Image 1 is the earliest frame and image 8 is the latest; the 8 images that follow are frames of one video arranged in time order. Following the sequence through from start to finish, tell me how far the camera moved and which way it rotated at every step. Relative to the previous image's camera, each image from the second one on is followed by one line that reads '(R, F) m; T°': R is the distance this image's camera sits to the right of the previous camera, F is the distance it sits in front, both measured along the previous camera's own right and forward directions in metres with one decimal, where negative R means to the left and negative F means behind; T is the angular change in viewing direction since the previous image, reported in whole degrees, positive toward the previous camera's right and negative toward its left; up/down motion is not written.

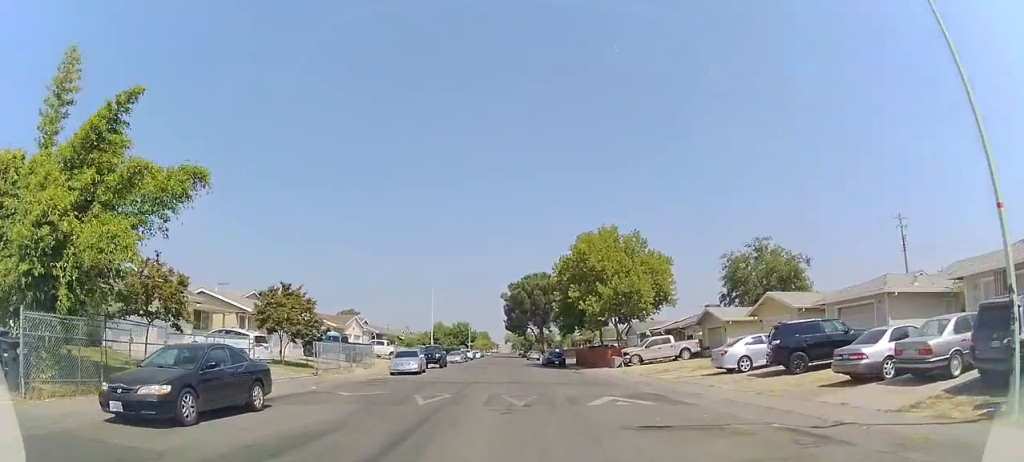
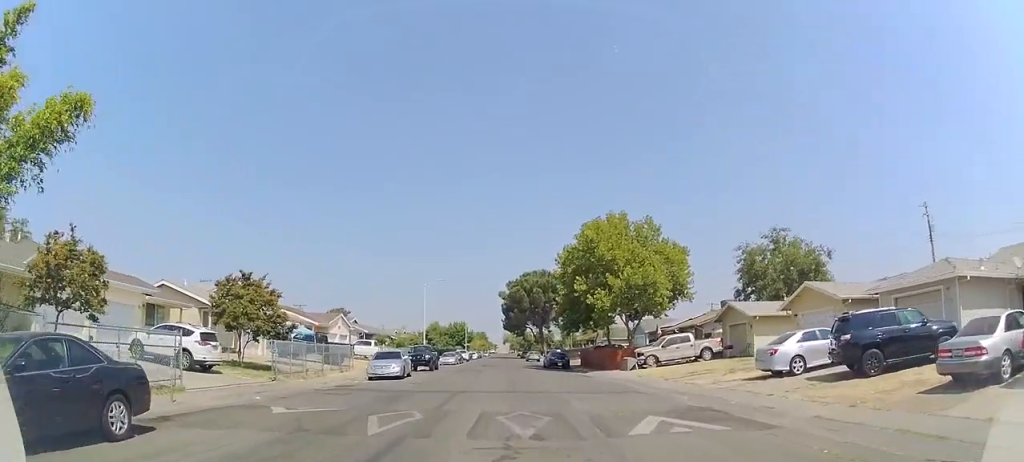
(0.0, +4.8) m; -1°
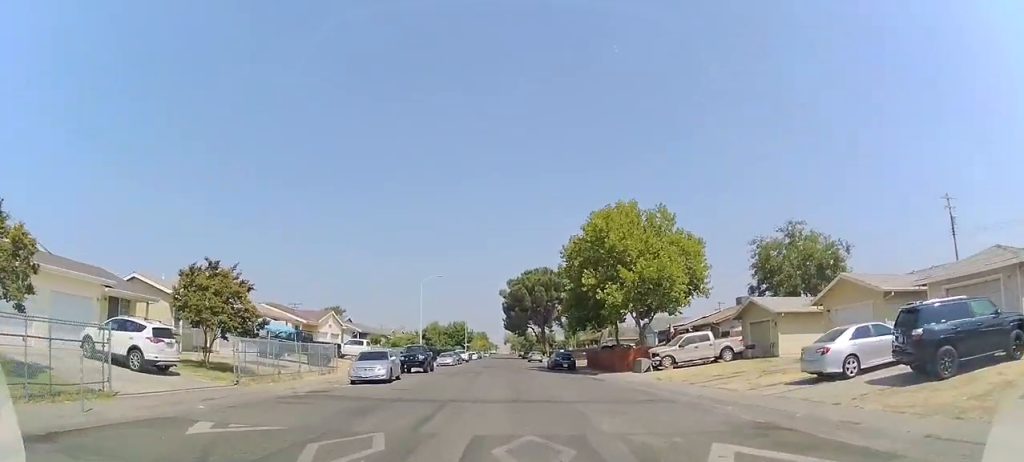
(-0.1, +3.4) m; -1°
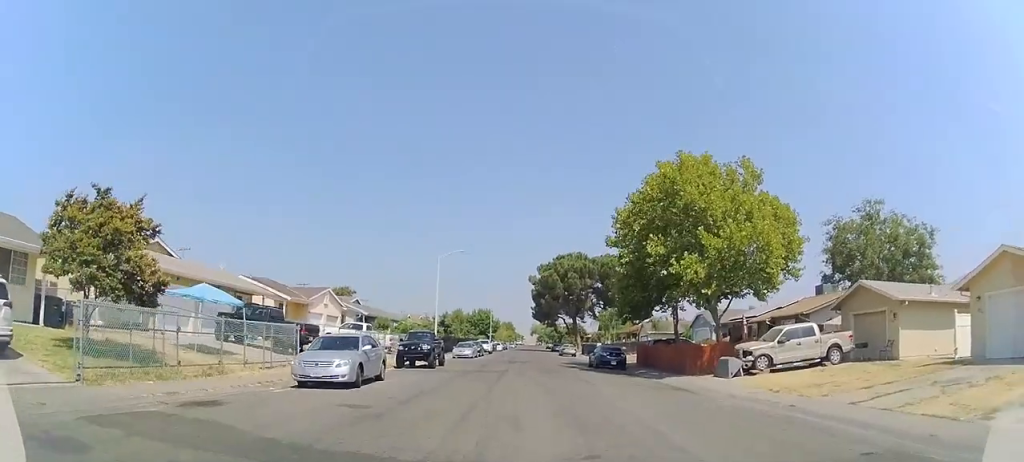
(0.0, +9.1) m; +1°
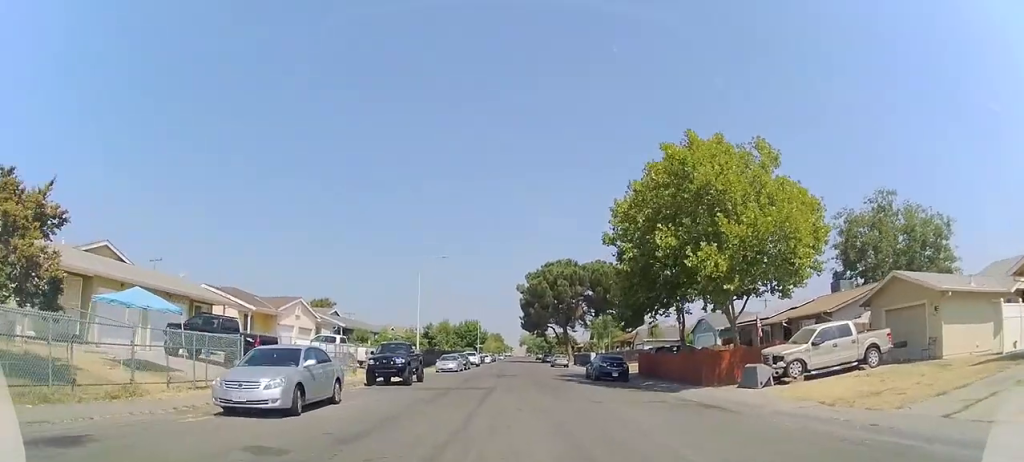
(0.0, +3.4) m; 0°
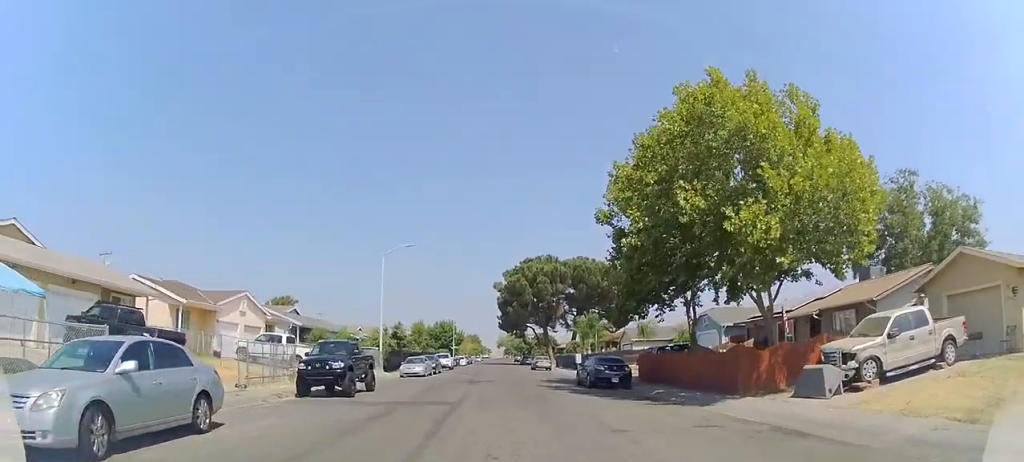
(0.0, +4.9) m; +1°
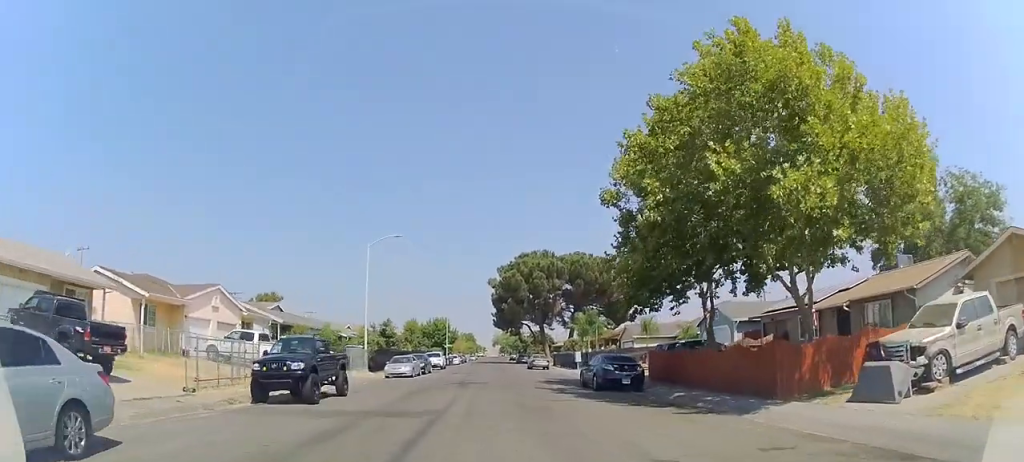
(0.0, +2.8) m; 0°
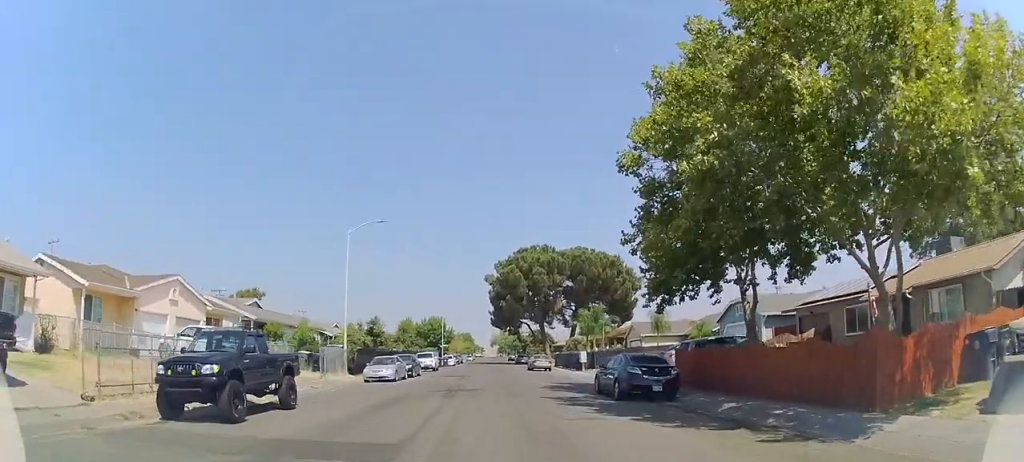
(0.0, +4.2) m; 0°
